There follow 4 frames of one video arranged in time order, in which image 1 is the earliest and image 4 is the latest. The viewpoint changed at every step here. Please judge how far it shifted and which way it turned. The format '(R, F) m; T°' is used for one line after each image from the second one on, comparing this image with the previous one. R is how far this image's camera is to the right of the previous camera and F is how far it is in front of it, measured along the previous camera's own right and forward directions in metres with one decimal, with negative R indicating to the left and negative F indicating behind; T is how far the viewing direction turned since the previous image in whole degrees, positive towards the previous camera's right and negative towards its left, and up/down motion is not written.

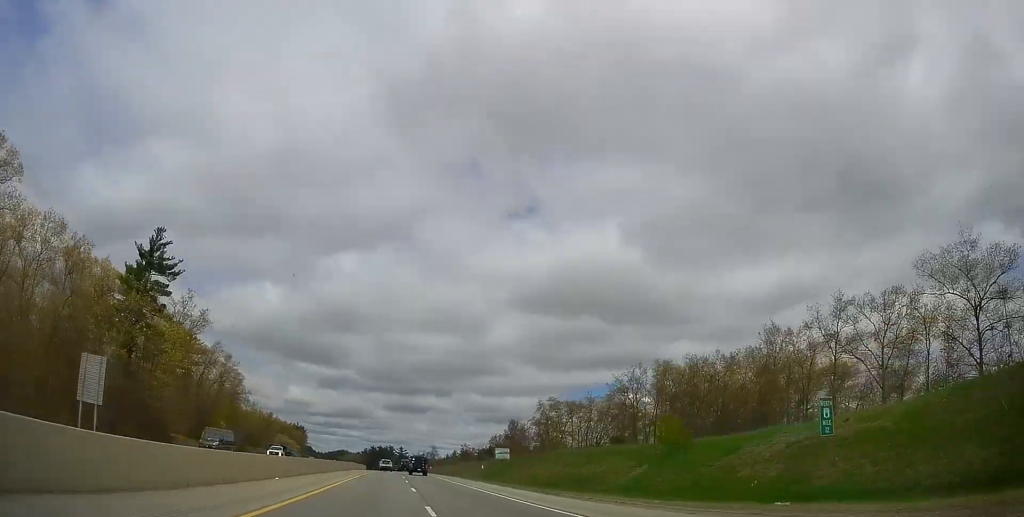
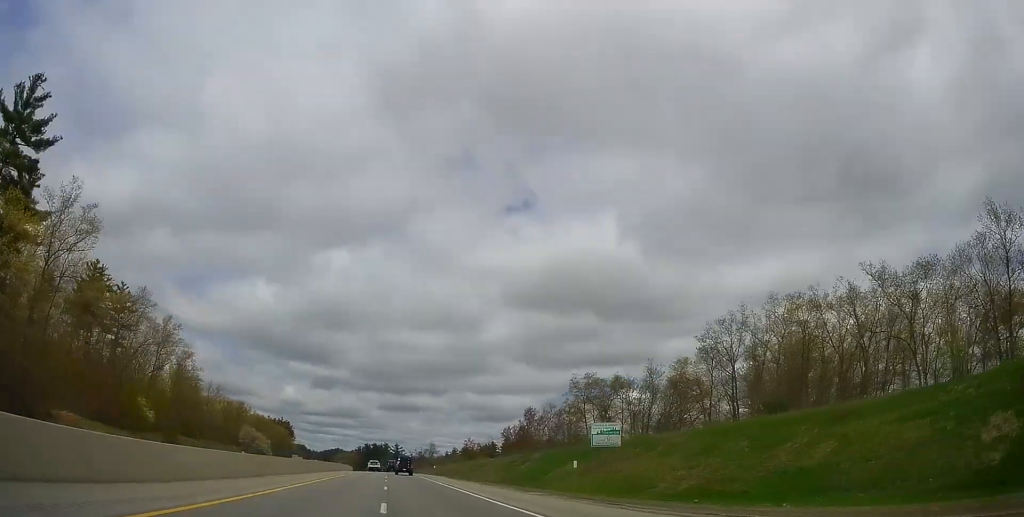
(+0.5, +35.7) m; +1°
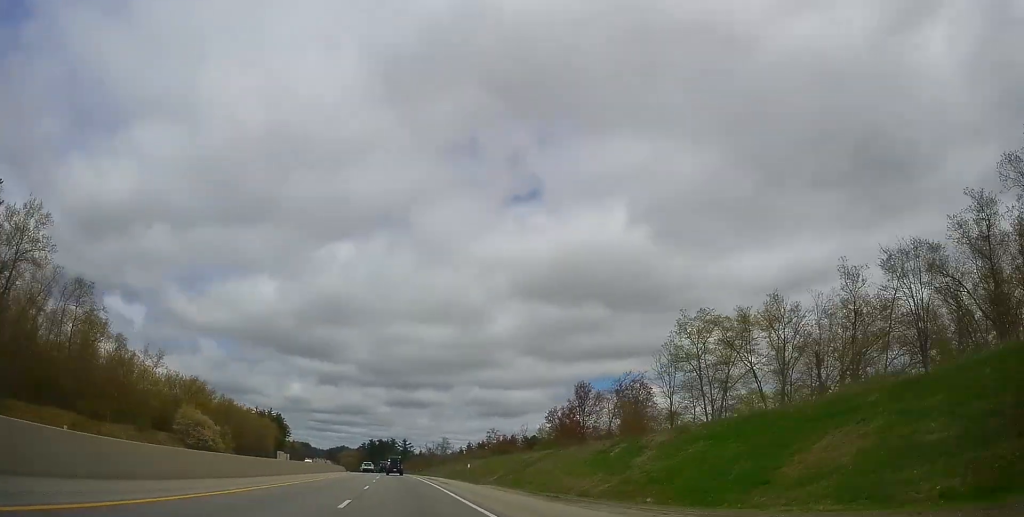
(-0.1, +47.2) m; 0°
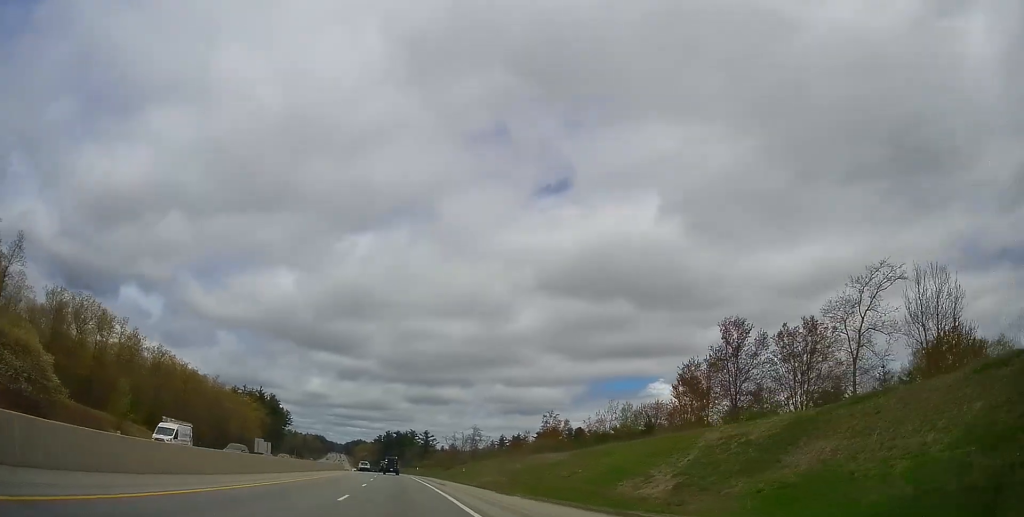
(-0.3, +57.4) m; -1°
